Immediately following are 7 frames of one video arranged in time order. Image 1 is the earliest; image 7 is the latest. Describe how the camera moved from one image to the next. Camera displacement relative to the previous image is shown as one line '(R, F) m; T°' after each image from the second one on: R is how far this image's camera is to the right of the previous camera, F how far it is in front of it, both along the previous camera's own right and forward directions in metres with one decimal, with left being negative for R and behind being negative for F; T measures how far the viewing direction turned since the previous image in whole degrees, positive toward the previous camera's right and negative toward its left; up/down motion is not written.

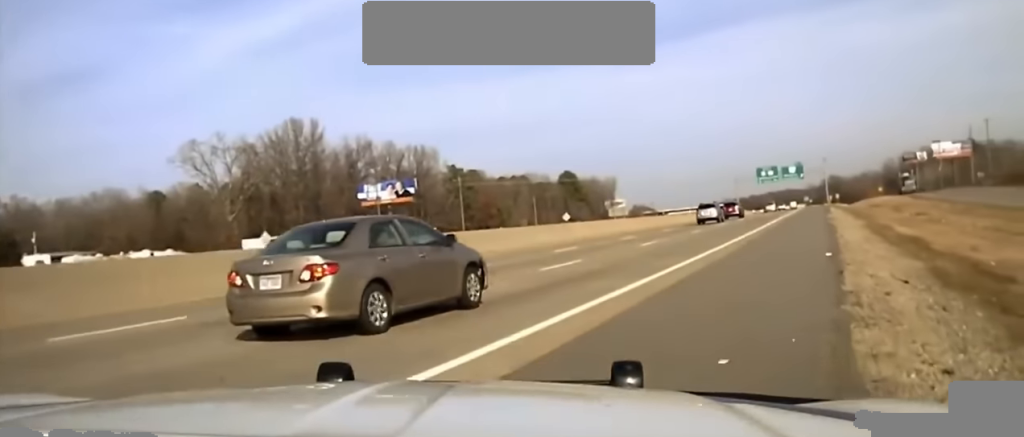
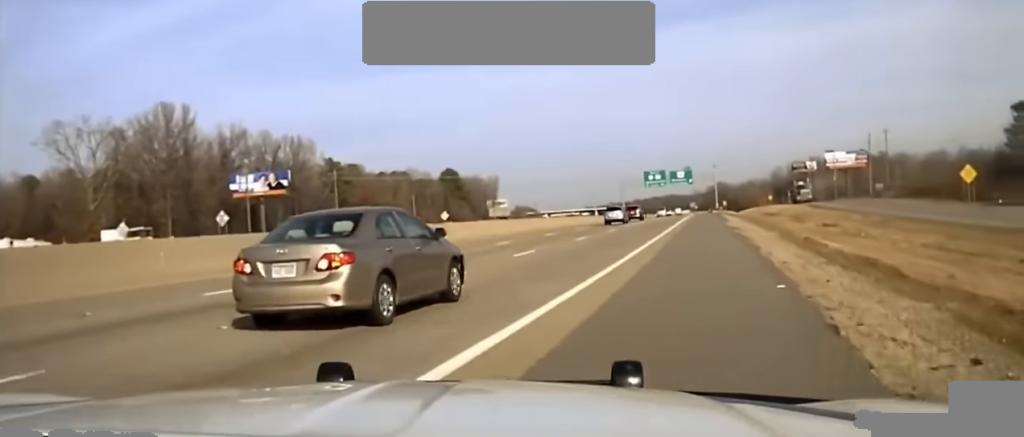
(+0.6, +5.9) m; +6°
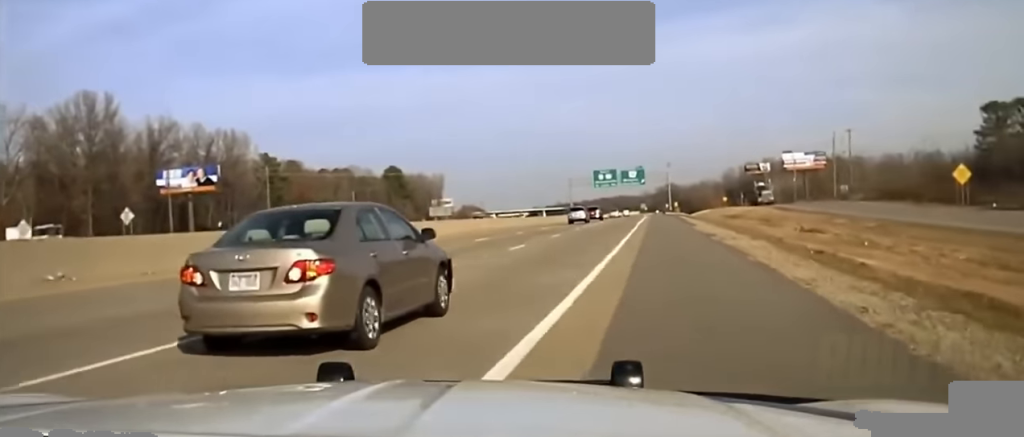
(+0.2, +5.7) m; +1°
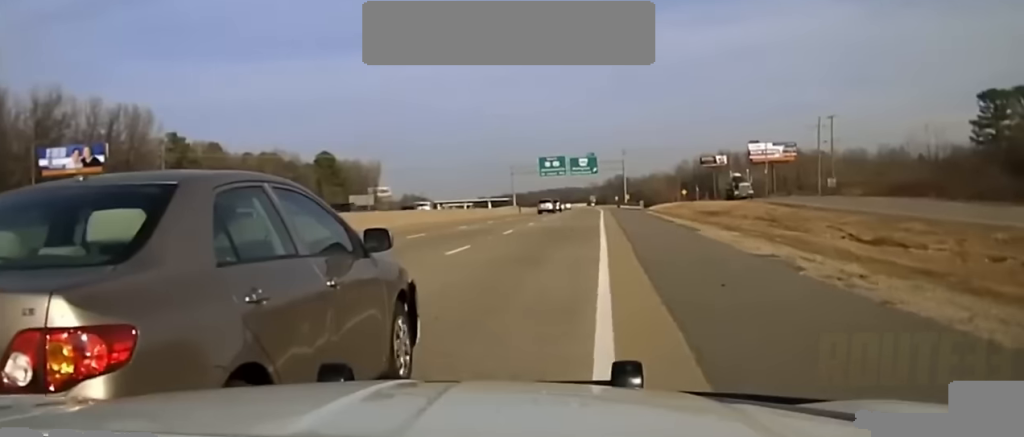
(+0.2, +14.3) m; +7°
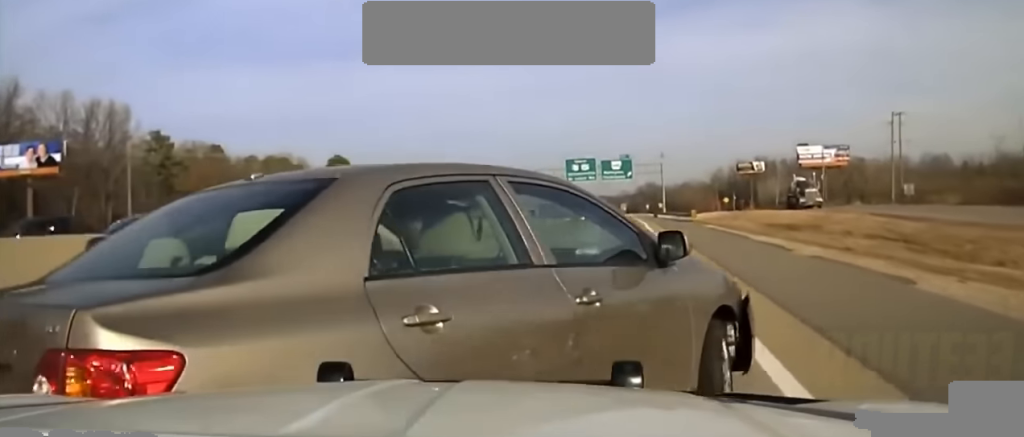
(+0.2, +18.4) m; -1°
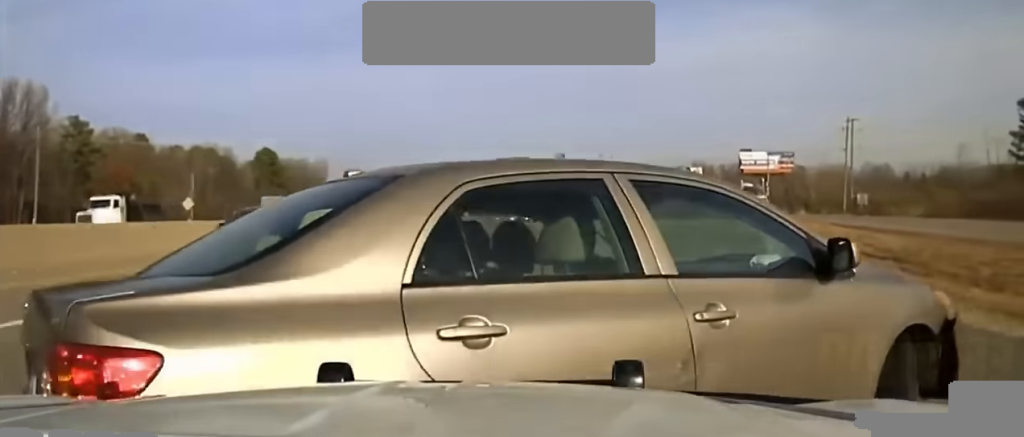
(+0.1, +6.3) m; +3°
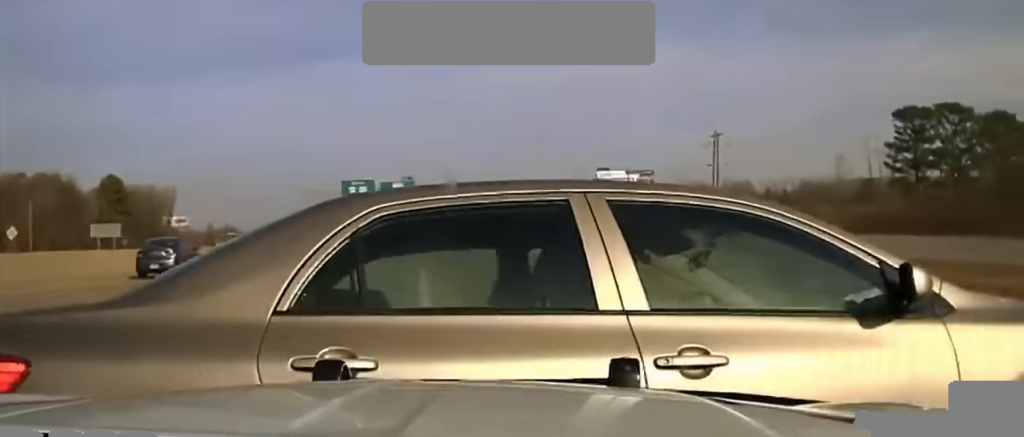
(-0.2, +6.2) m; +3°
